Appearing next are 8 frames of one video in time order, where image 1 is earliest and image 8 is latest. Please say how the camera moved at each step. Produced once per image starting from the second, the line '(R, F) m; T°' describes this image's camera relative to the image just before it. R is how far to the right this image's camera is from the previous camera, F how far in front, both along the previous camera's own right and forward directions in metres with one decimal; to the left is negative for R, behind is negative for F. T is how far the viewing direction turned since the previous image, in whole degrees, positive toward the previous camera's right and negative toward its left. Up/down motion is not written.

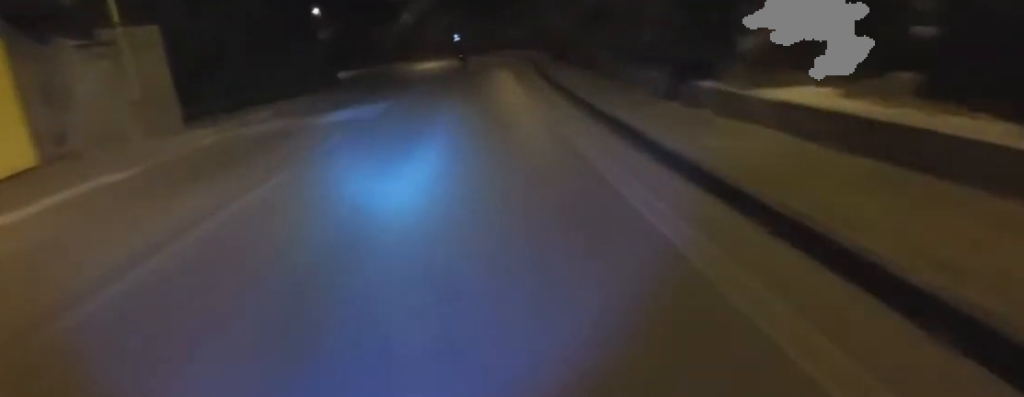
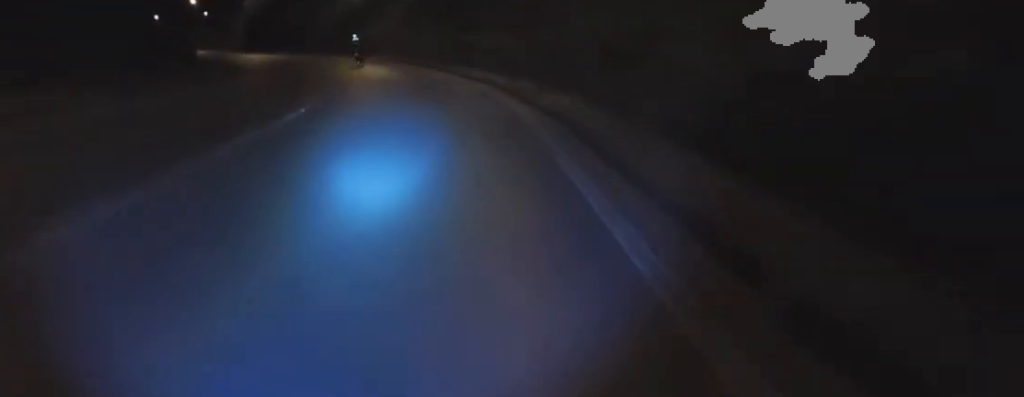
(-1.3, +15.2) m; -7°
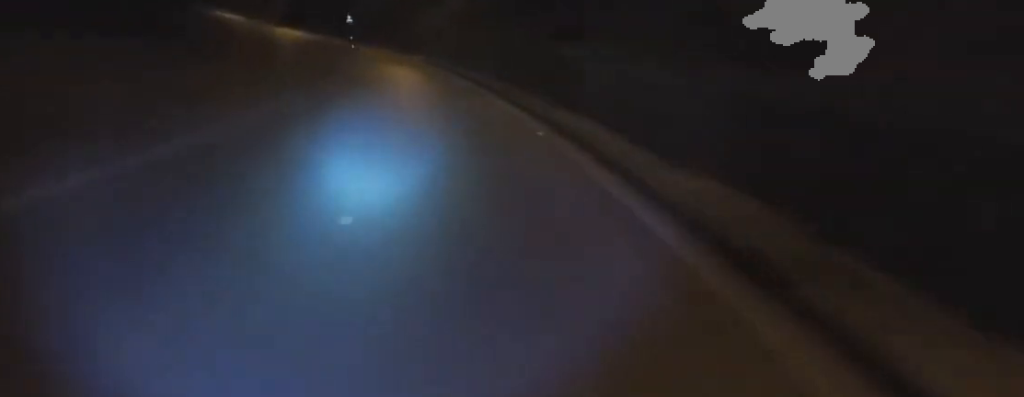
(+0.2, +8.8) m; -5°
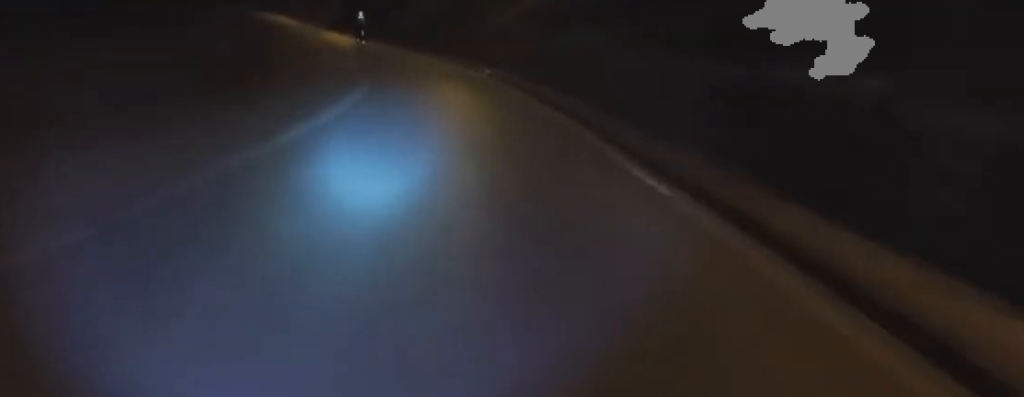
(-0.8, +6.7) m; -5°
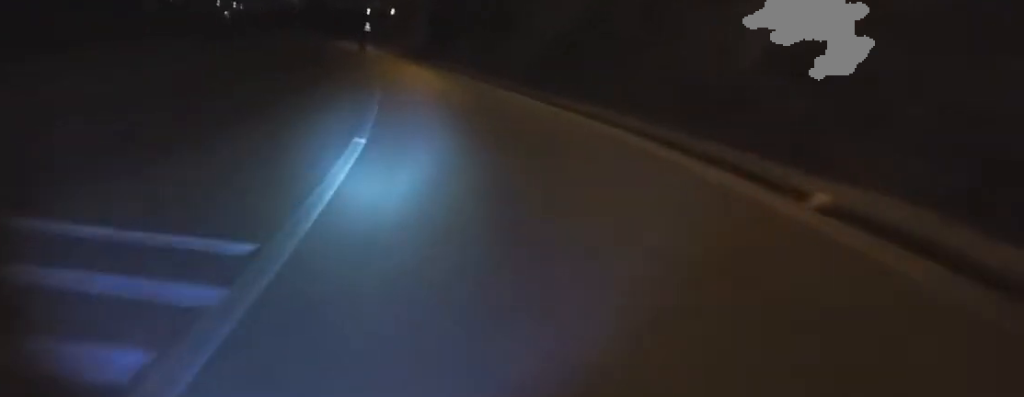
(-0.9, +13.7) m; -4°
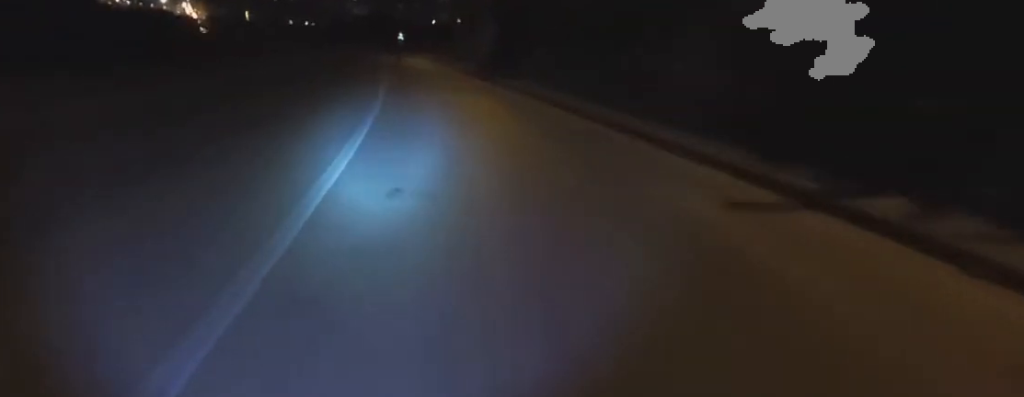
(0.0, +9.6) m; -4°
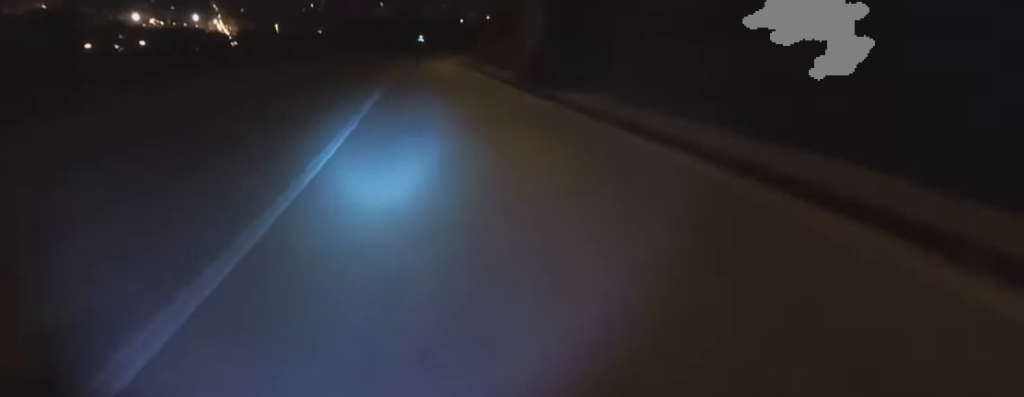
(-0.4, +7.9) m; -1°
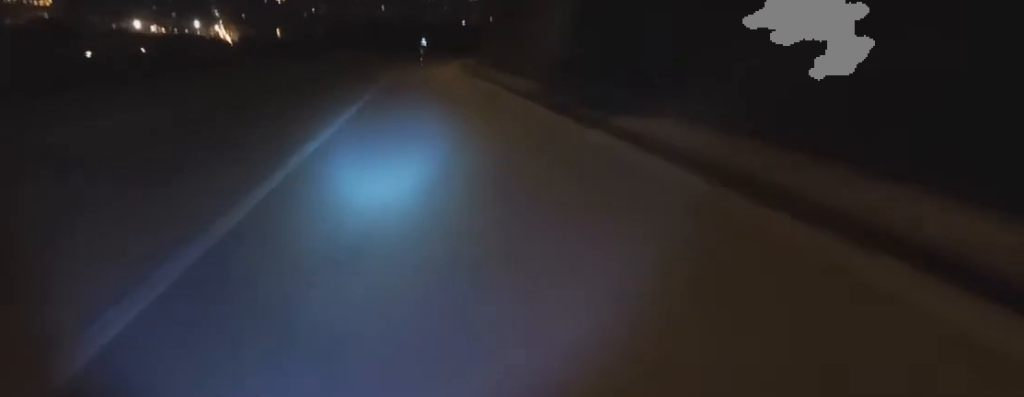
(-0.4, +4.4) m; 0°
